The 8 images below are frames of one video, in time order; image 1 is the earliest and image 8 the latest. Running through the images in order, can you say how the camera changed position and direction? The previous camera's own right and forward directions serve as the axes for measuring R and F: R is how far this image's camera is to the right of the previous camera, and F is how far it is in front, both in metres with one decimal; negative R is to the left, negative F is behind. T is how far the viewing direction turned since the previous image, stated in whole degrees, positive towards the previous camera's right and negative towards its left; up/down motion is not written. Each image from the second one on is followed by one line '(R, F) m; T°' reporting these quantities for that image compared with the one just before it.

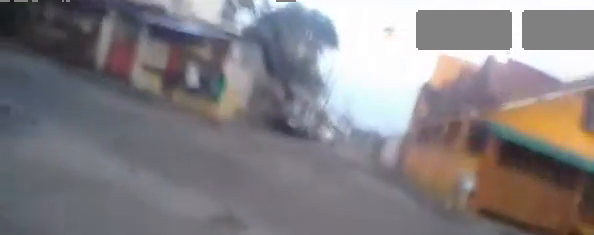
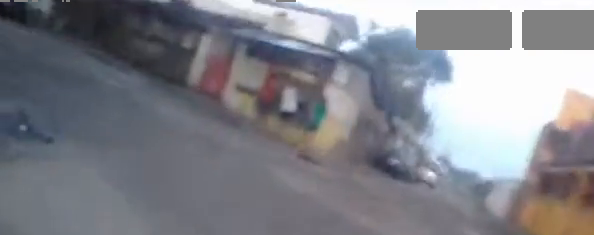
(-0.3, +1.4) m; -17°
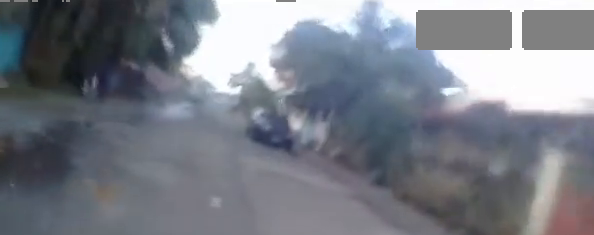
(-2.0, +4.1) m; -40°
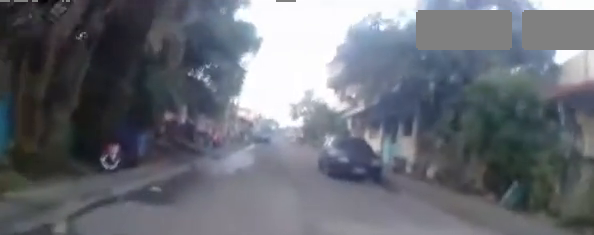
(0.0, +2.6) m; -2°
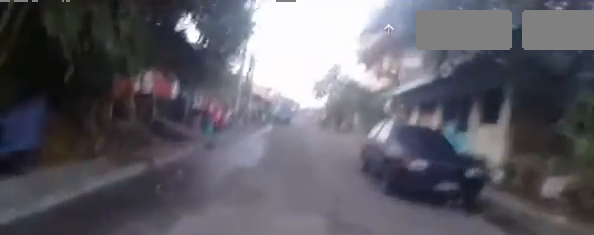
(-0.3, +4.4) m; -7°
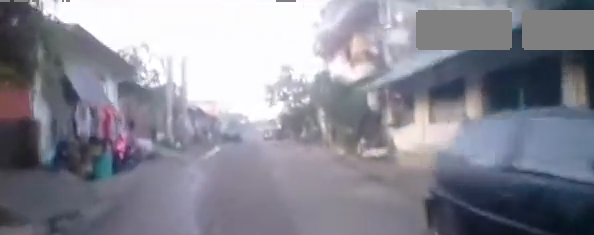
(-0.1, +5.4) m; -1°
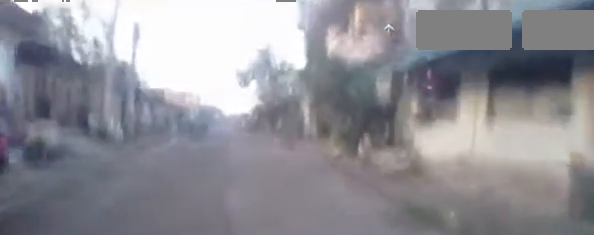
(-0.1, +4.2) m; 0°
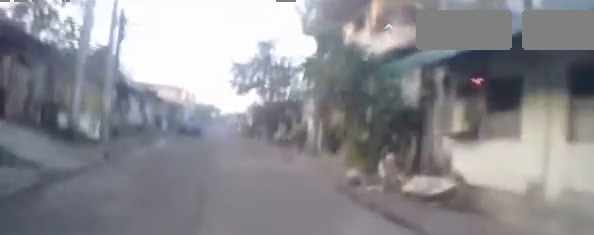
(0.0, +2.4) m; 0°
